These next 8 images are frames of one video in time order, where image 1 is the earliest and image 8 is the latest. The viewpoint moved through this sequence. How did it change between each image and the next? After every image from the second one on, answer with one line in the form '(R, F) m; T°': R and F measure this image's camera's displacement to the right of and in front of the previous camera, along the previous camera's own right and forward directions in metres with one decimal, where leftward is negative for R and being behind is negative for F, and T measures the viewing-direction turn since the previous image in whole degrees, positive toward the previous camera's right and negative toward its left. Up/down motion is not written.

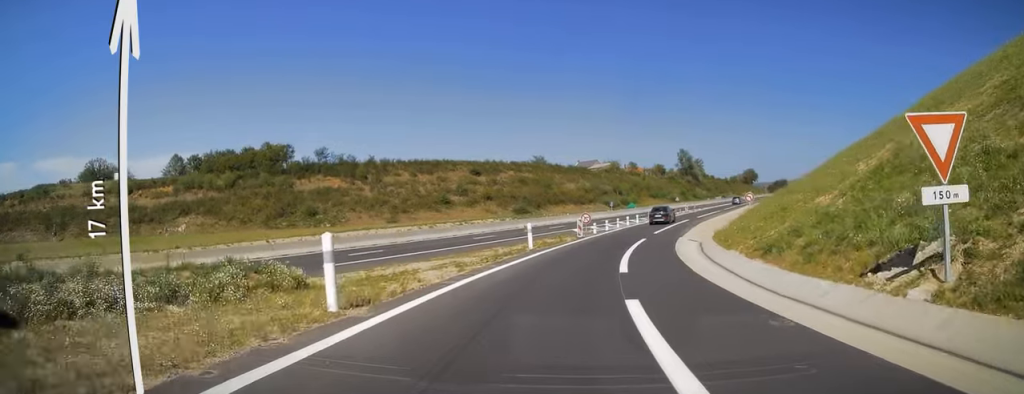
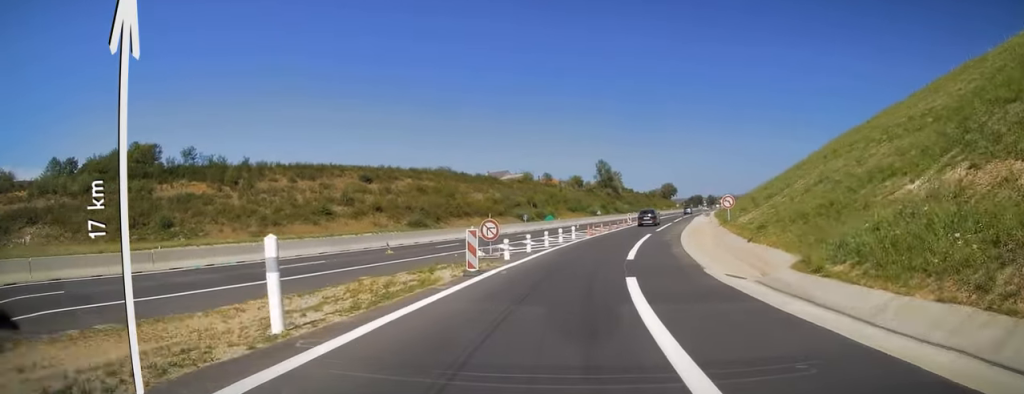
(+0.9, +22.0) m; +8°
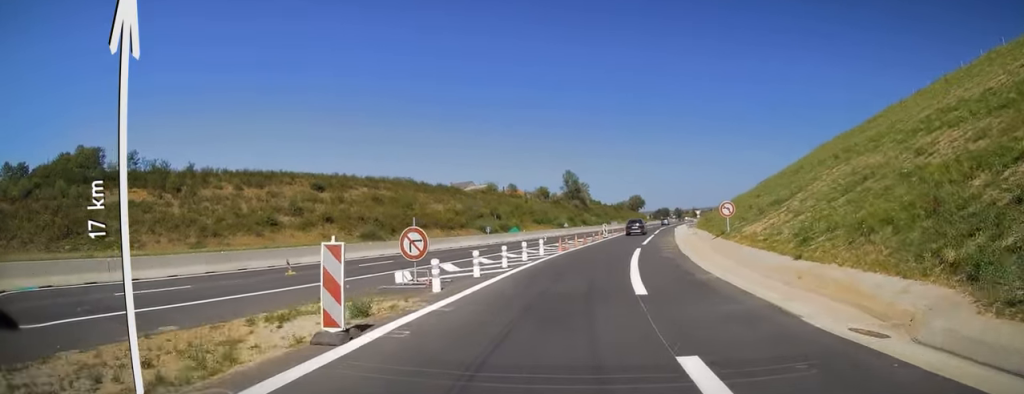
(+0.6, +9.0) m; +3°
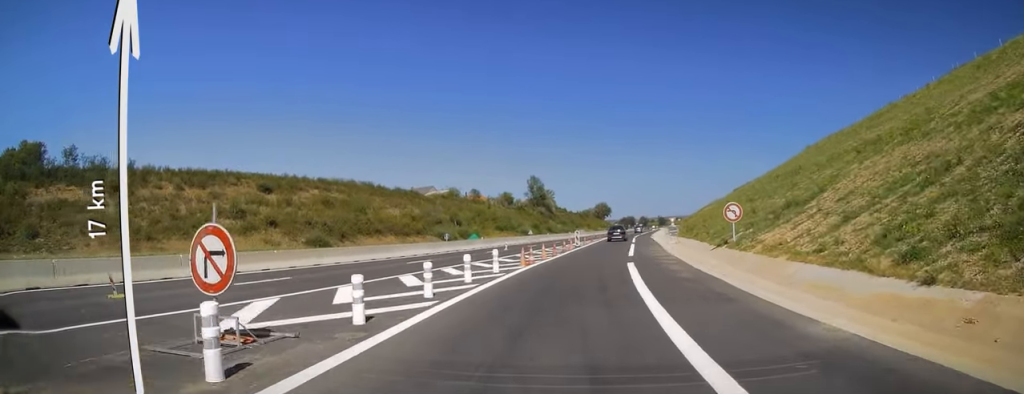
(+0.2, +8.8) m; +3°
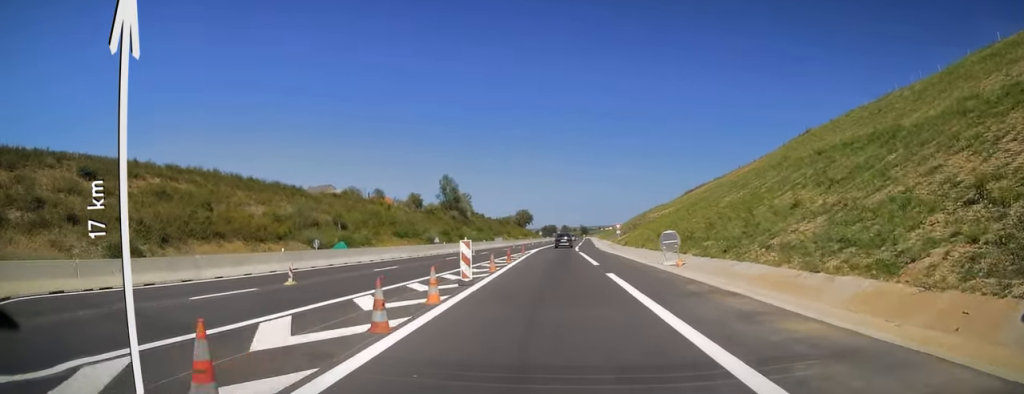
(+1.9, +30.3) m; +5°
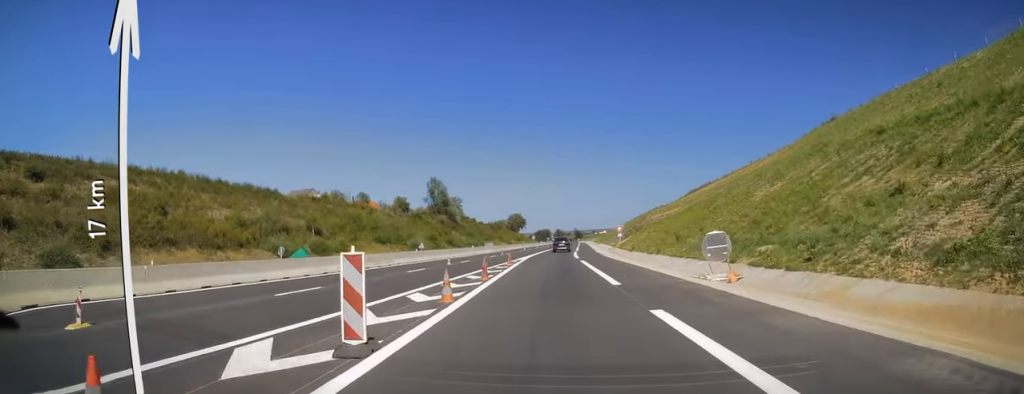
(+0.2, +9.7) m; +1°
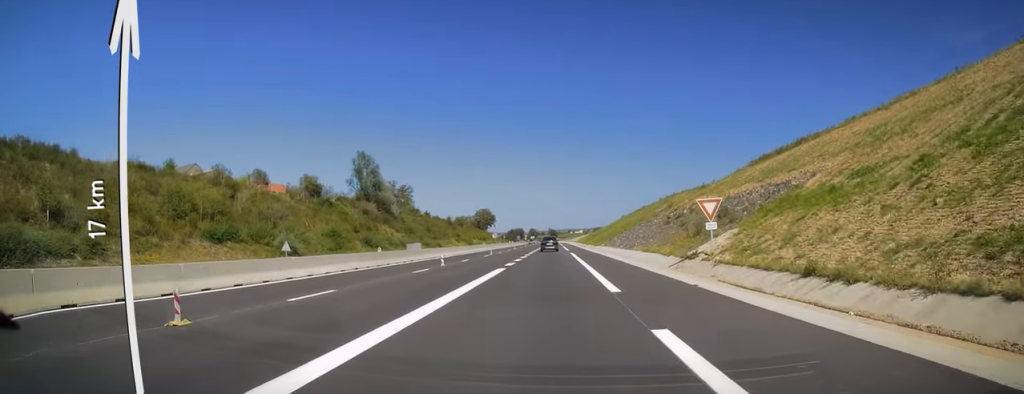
(+1.4, +55.5) m; +2°
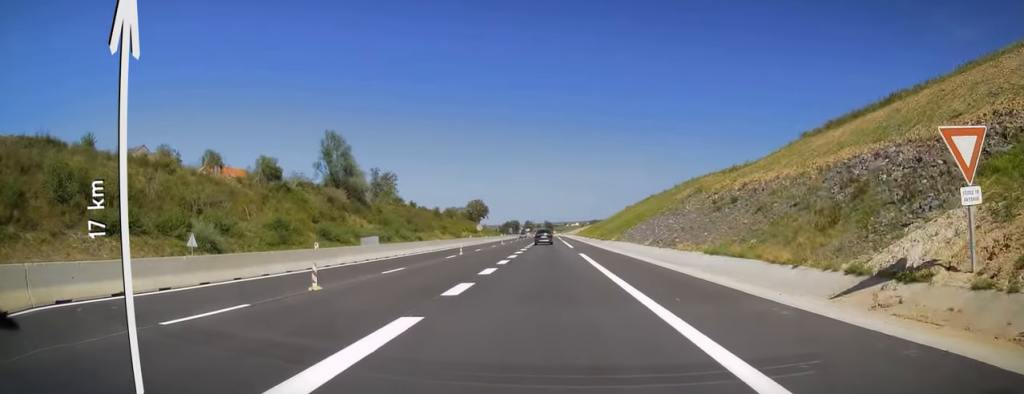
(0.0, +18.7) m; 0°
